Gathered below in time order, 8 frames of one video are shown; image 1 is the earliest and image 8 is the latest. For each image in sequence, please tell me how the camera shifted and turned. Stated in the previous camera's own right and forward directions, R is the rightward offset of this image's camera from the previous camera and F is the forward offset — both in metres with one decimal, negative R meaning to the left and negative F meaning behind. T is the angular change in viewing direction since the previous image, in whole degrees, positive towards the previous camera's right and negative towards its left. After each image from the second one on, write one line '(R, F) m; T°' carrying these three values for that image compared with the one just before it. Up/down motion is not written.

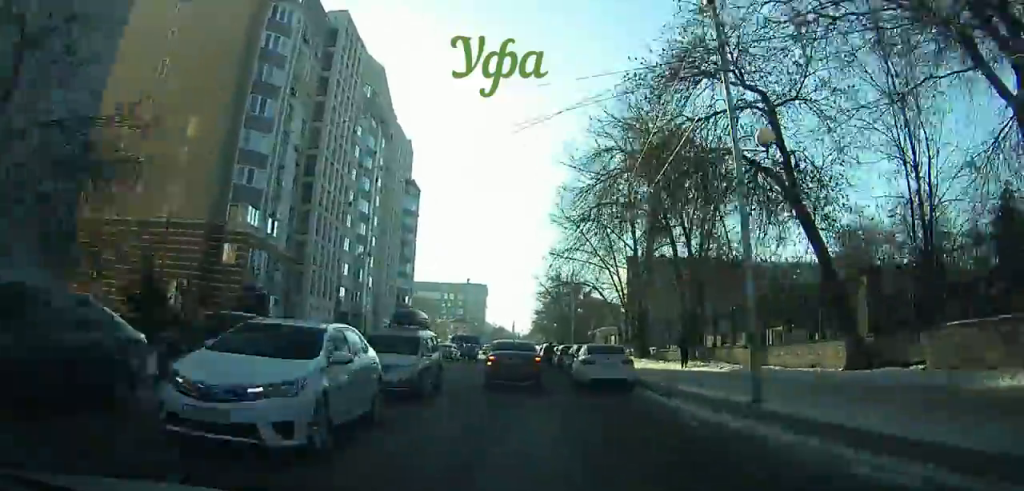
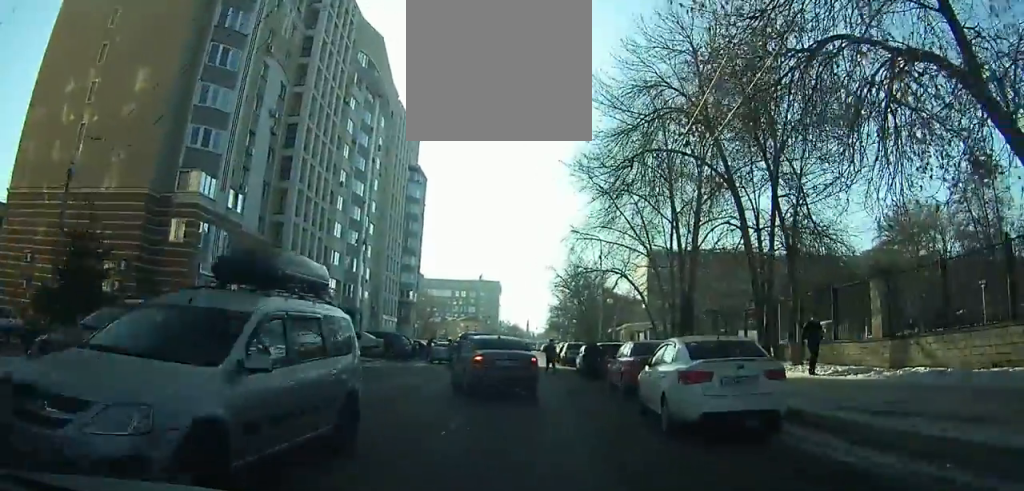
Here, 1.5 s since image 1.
(0.0, +10.2) m; -1°
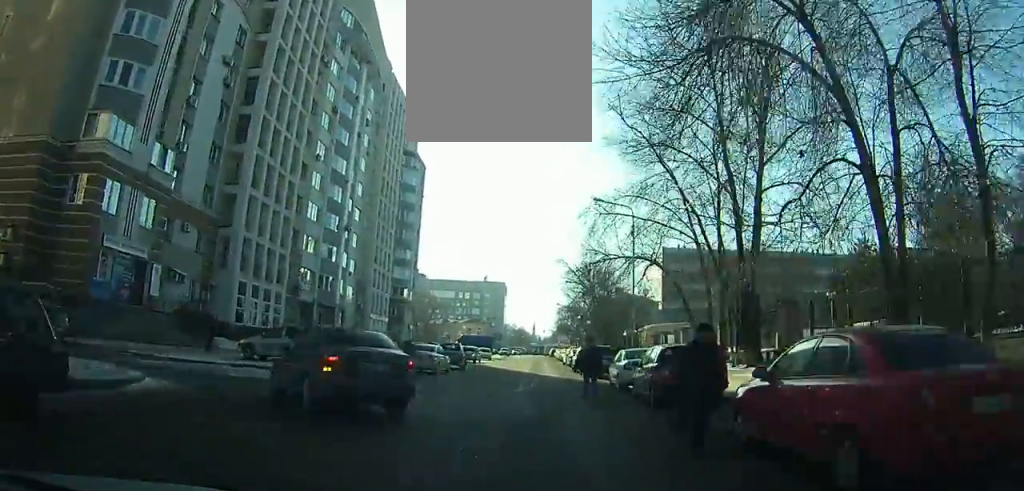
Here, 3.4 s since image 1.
(-0.3, +14.6) m; -1°
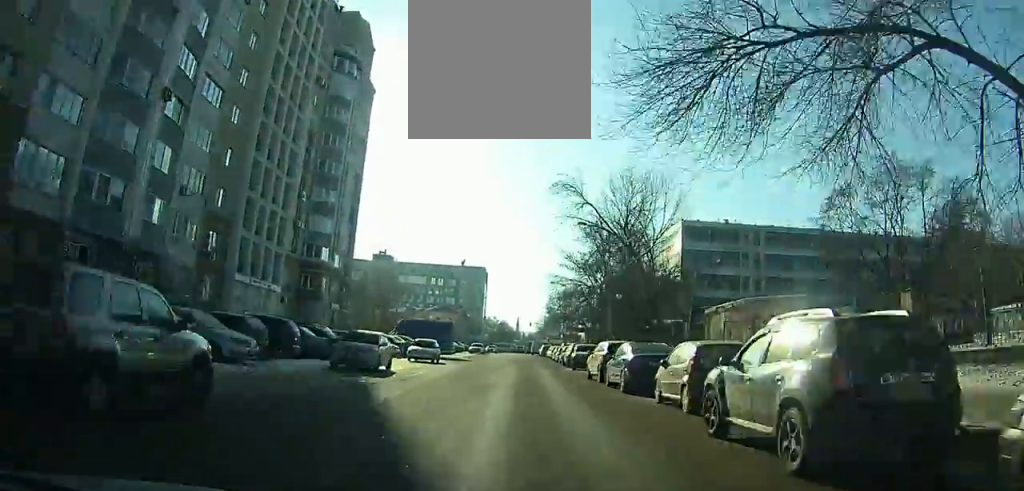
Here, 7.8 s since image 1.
(-0.4, +38.4) m; 0°
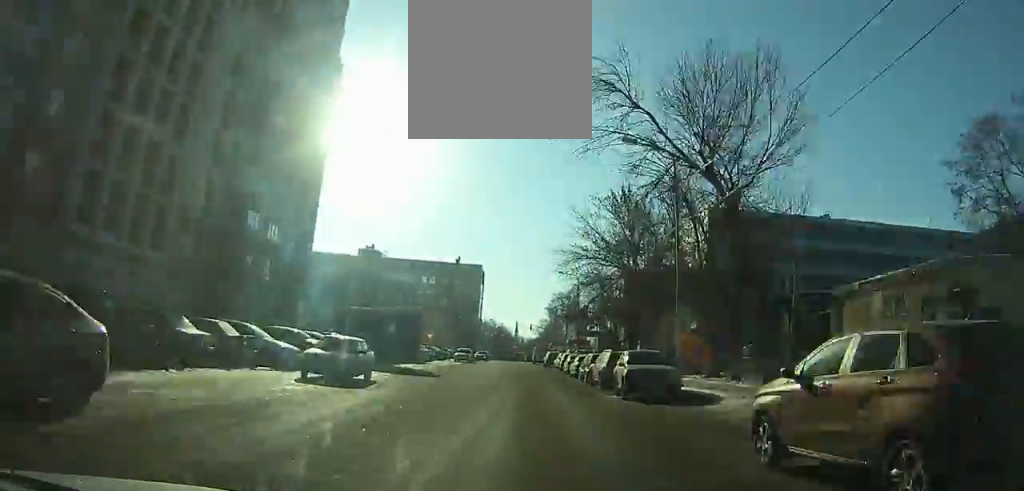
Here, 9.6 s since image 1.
(+0.1, +18.1) m; 0°
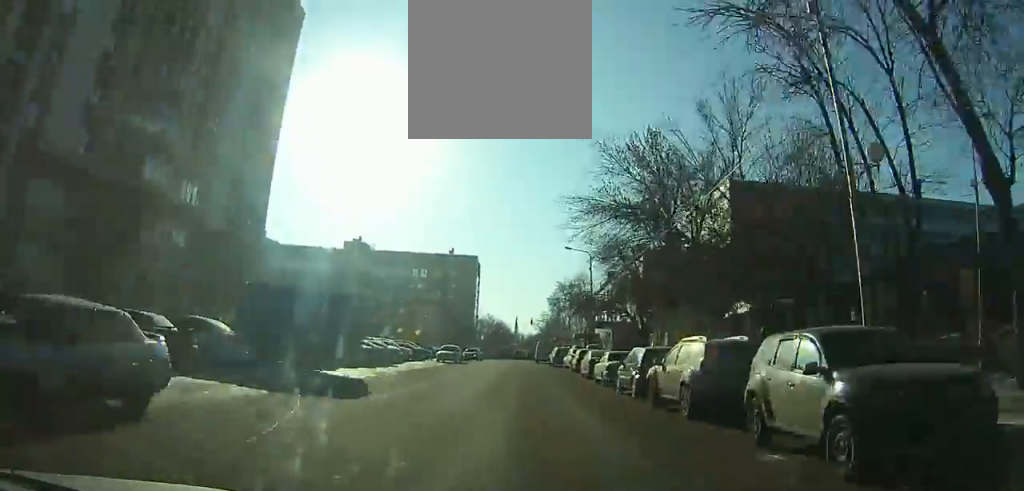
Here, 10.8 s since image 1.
(0.0, +12.0) m; 0°
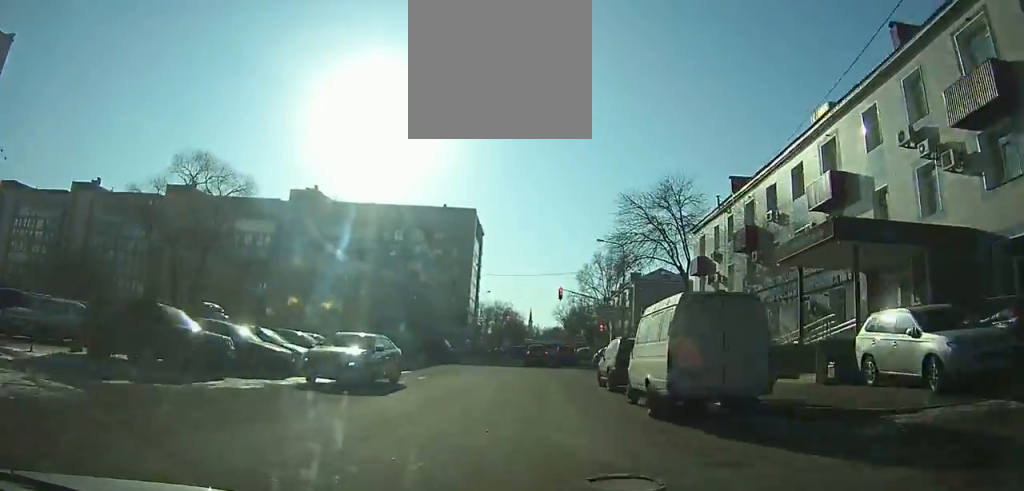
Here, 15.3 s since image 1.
(+0.1, +41.8) m; 0°
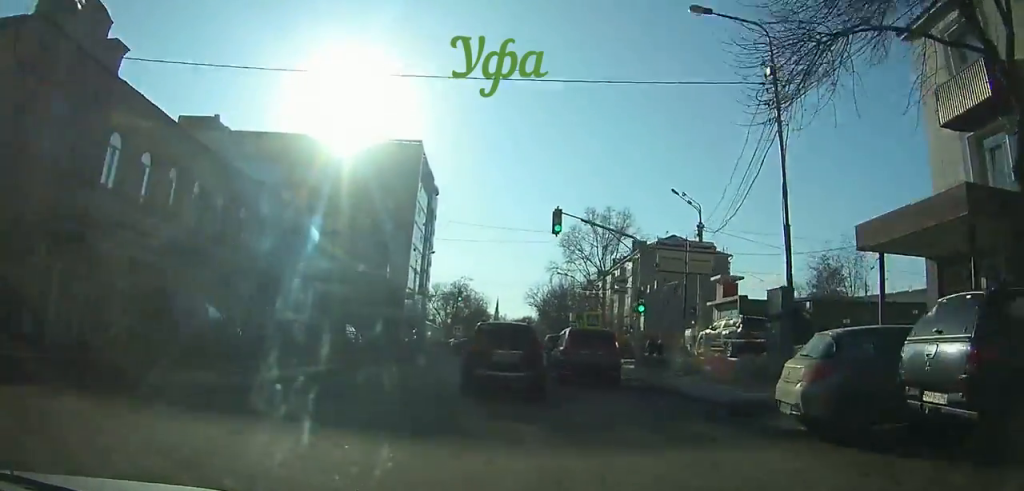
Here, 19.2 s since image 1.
(-0.1, +25.7) m; 0°
